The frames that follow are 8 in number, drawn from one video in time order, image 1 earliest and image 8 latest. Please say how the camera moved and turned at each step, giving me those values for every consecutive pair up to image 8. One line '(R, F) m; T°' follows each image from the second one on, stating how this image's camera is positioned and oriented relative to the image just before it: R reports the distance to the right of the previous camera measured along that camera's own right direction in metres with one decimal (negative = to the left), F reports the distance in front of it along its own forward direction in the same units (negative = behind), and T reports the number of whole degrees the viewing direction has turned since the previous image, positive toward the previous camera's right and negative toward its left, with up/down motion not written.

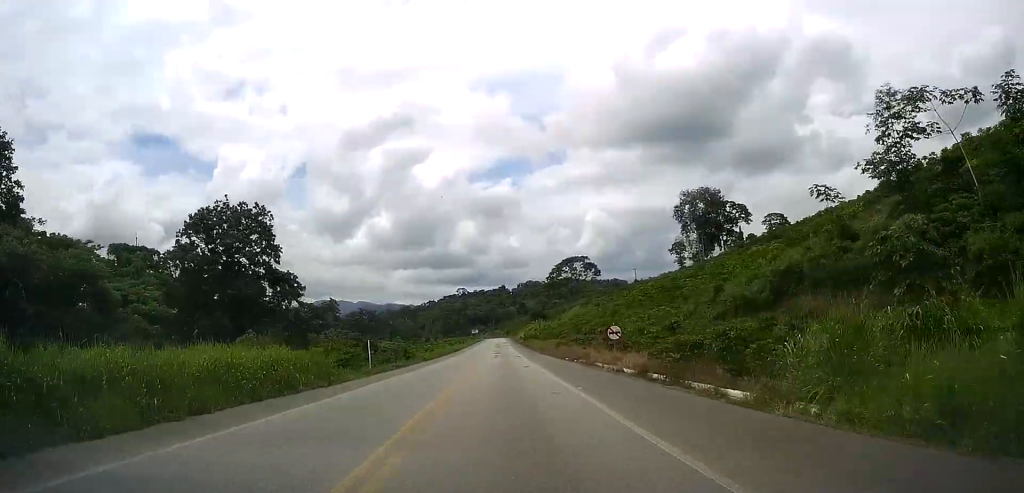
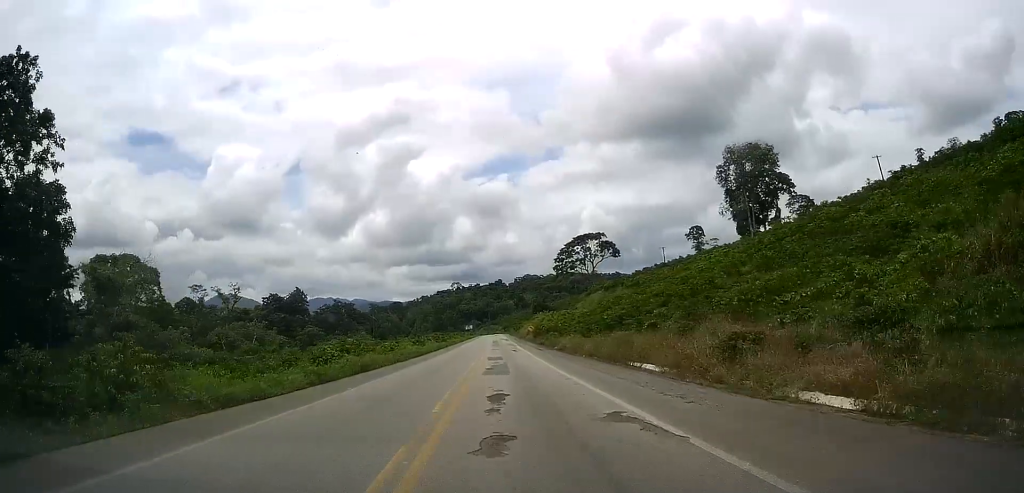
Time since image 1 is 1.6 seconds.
(0.0, +47.2) m; 0°
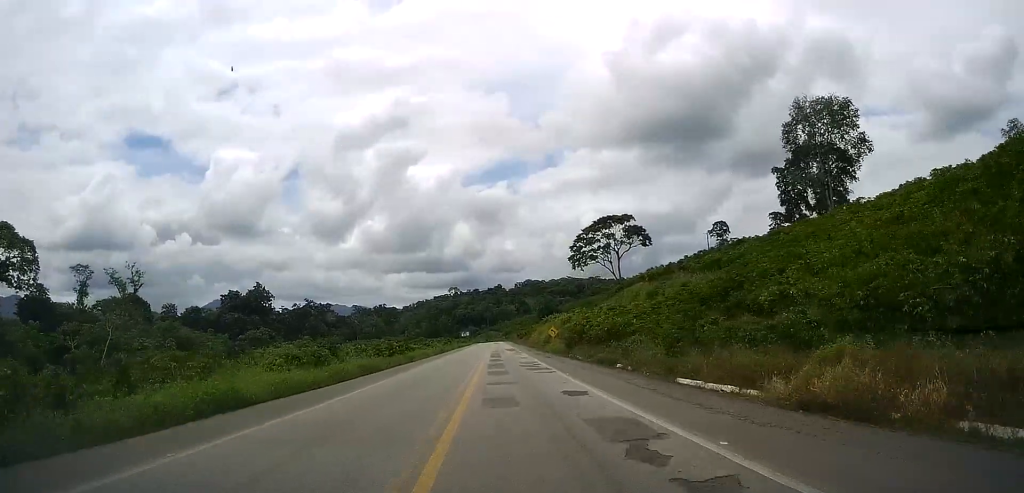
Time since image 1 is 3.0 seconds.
(-0.2, +43.2) m; 0°
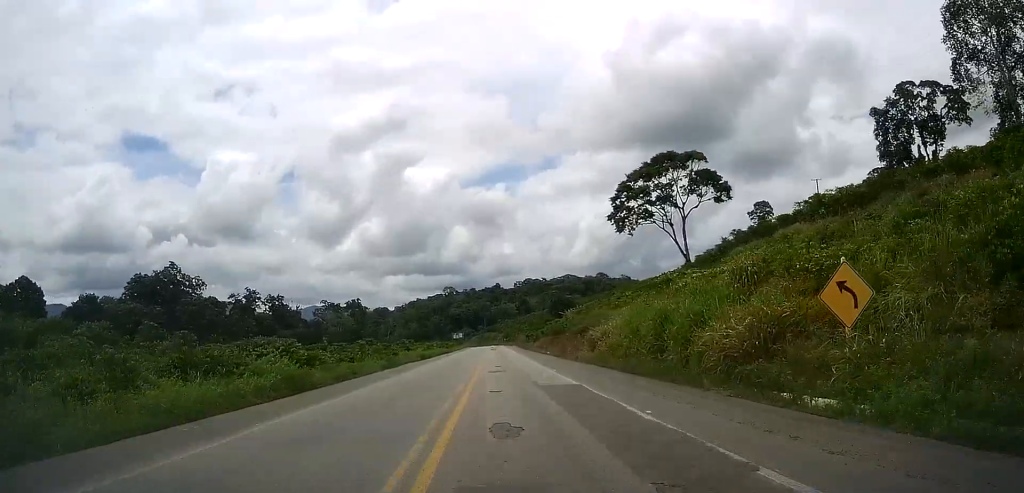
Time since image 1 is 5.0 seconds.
(-0.5, +59.9) m; 0°
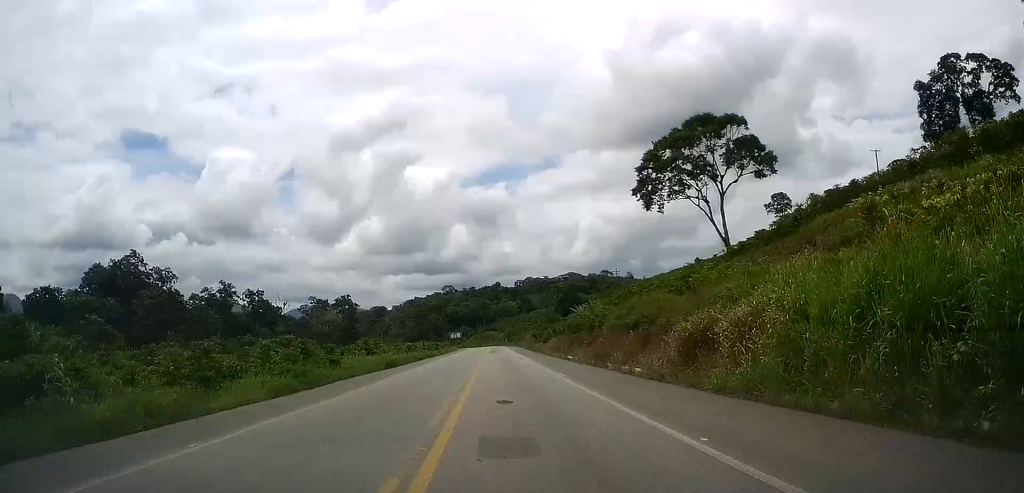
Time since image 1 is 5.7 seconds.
(+0.3, +19.0) m; 0°
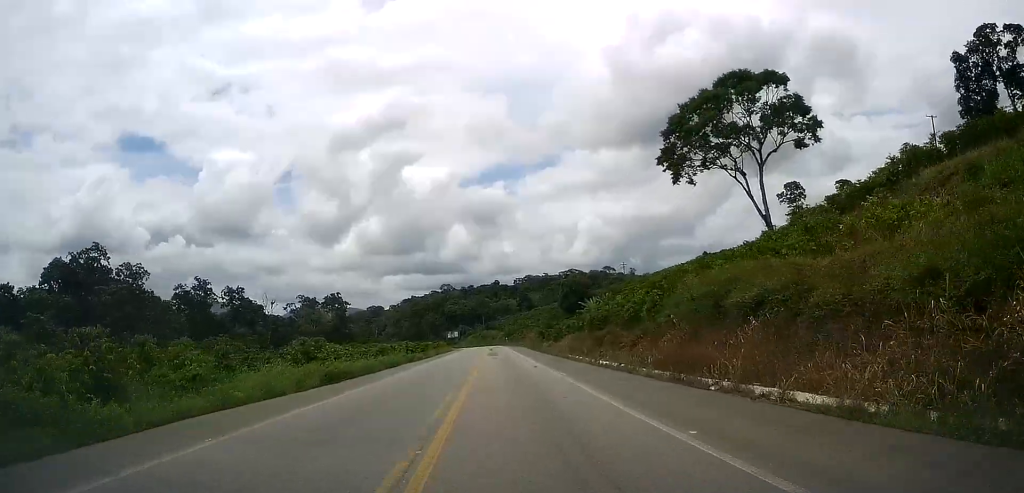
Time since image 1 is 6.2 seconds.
(+0.3, +15.0) m; 0°
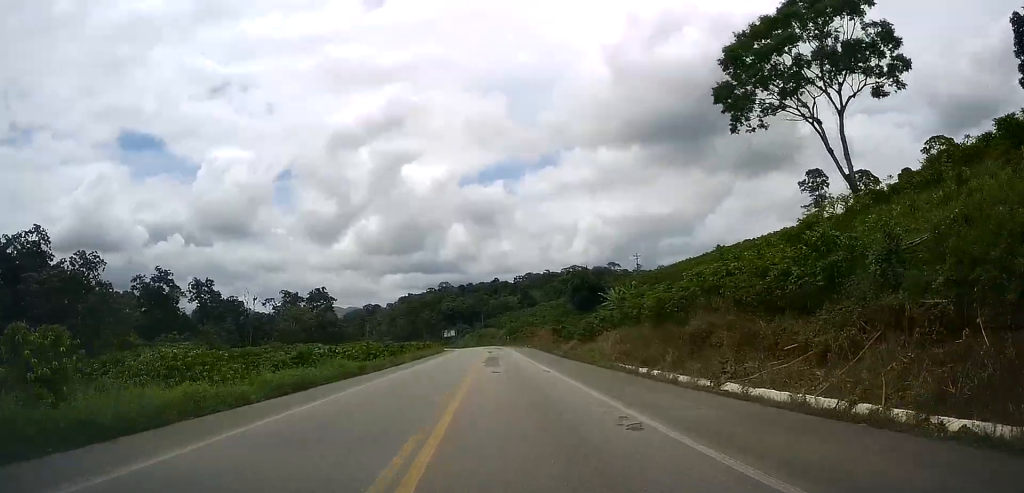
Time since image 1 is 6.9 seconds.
(-0.3, +20.5) m; 0°
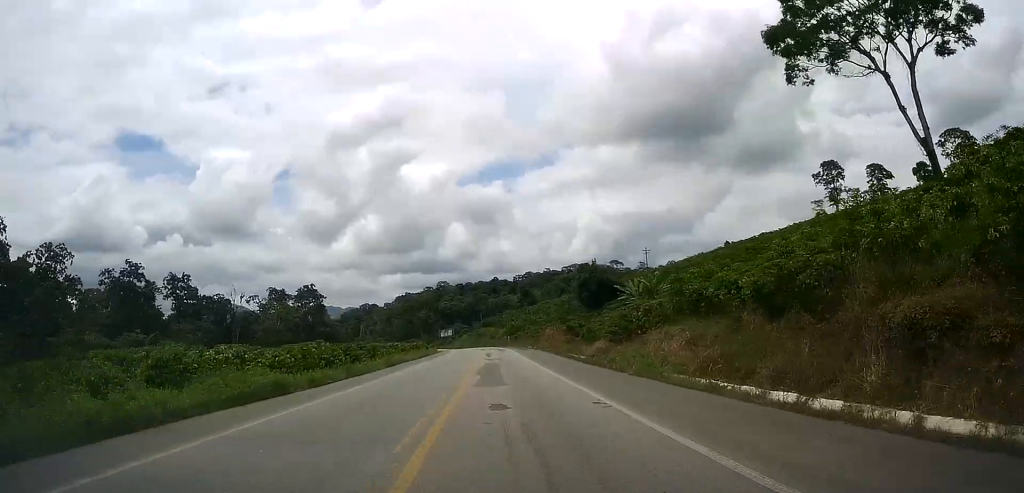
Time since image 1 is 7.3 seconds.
(-0.1, +13.0) m; 0°
